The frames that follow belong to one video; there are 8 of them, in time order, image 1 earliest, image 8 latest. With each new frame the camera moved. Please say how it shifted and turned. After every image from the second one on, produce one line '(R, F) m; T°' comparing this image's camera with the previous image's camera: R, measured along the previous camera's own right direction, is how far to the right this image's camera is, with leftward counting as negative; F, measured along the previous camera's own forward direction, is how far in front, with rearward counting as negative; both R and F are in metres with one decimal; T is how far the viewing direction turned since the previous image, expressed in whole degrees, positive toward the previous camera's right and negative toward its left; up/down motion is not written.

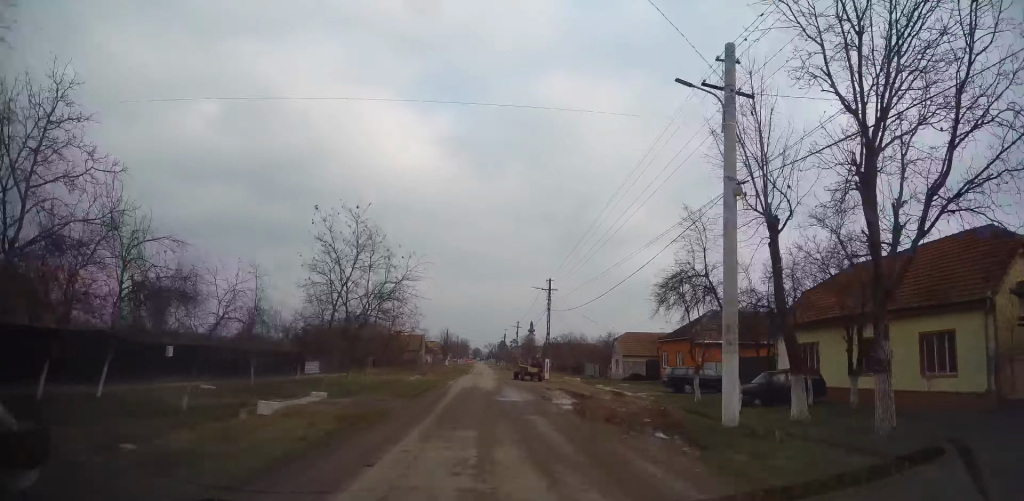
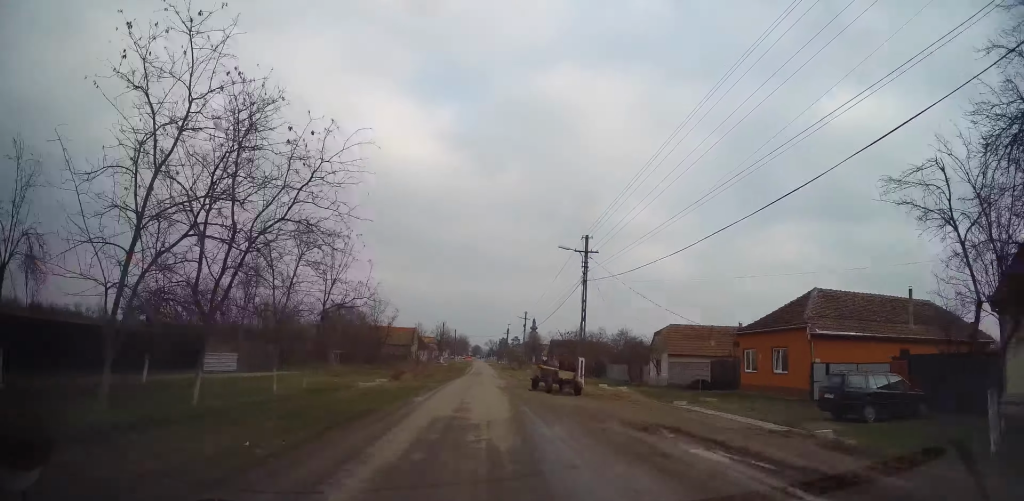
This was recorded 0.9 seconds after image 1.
(-0.4, +14.9) m; 0°
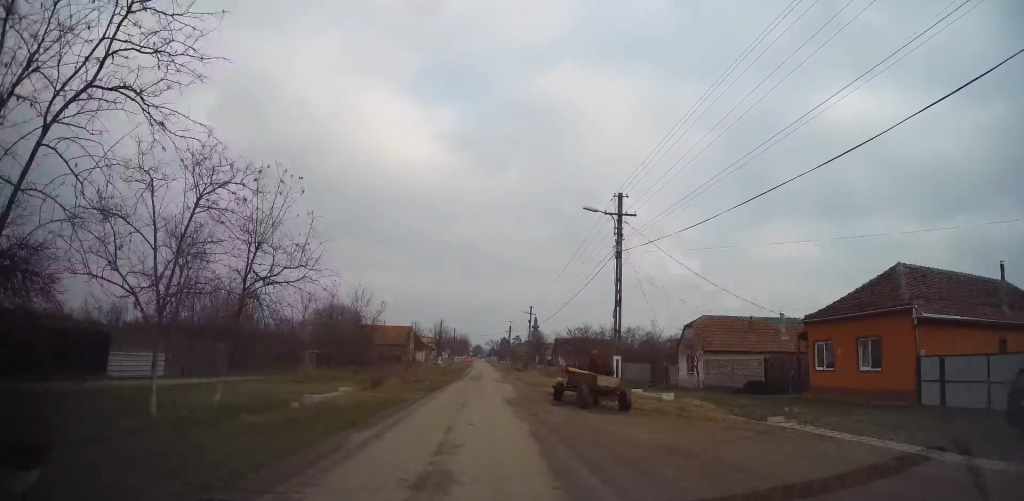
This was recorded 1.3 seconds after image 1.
(0.0, +7.2) m; +1°
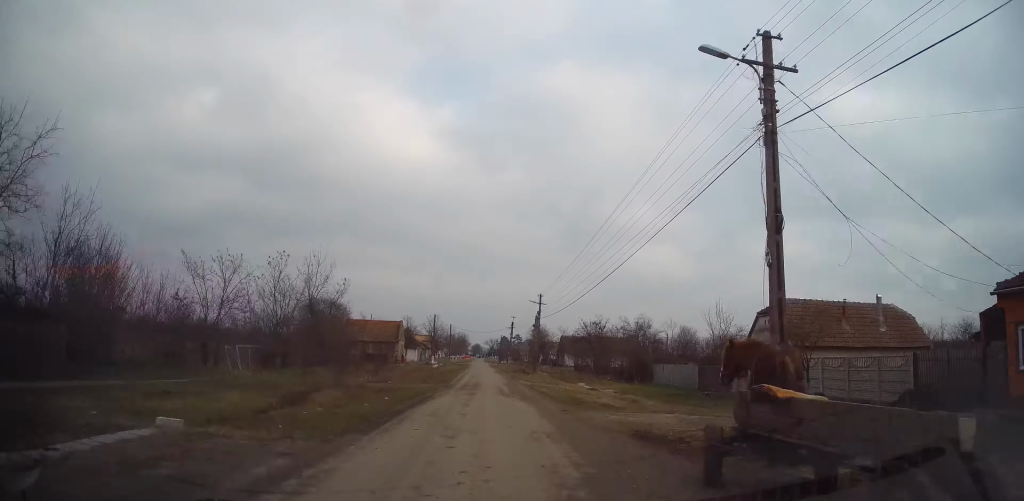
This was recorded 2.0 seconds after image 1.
(+0.3, +11.8) m; +1°
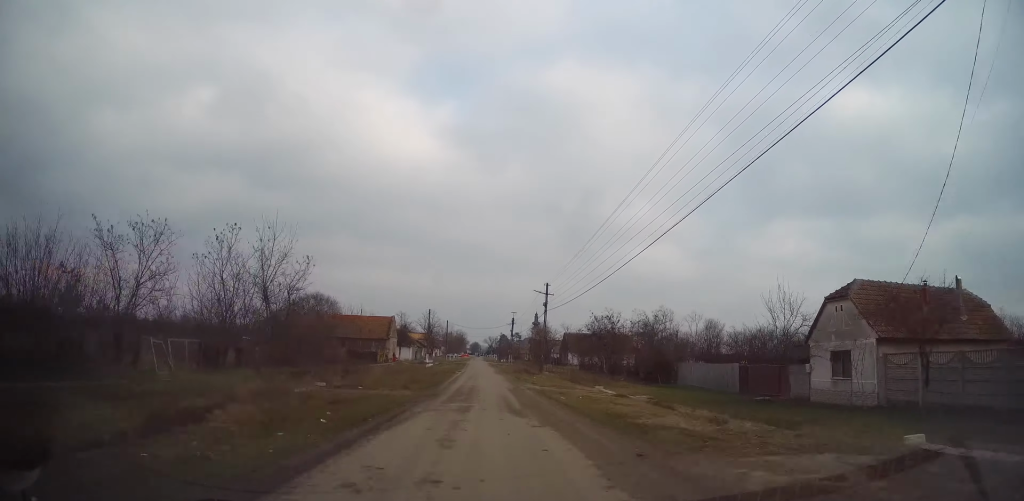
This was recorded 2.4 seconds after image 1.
(0.0, +6.8) m; 0°
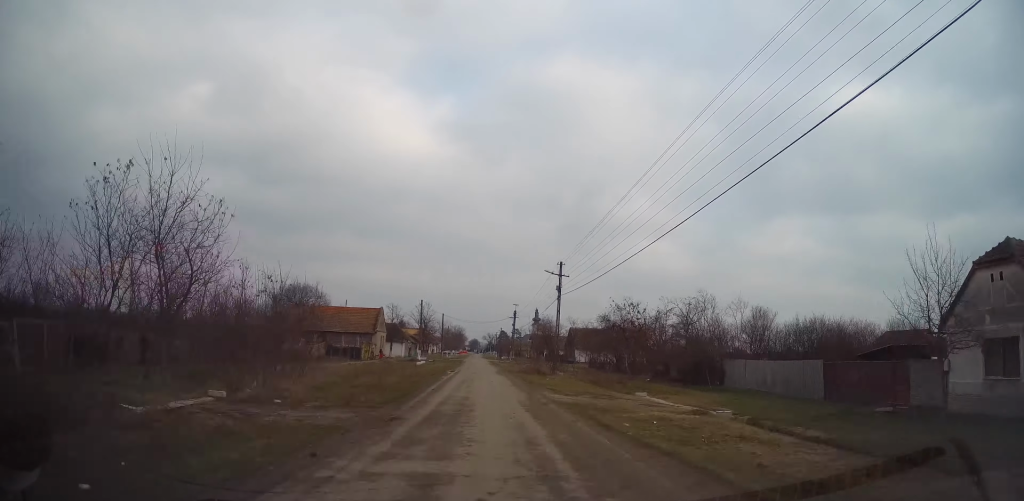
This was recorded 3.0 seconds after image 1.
(0.0, +9.0) m; 0°
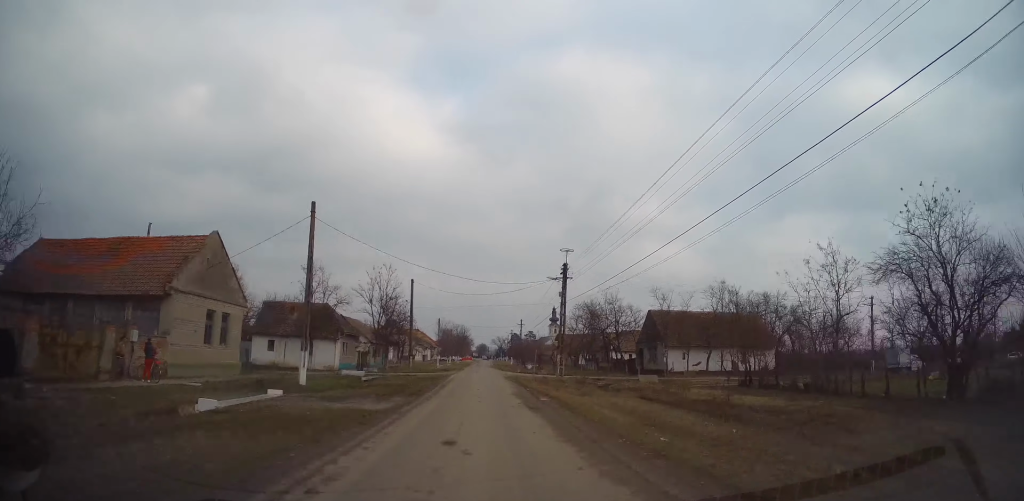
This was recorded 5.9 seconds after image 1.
(-1.2, +48.2) m; -2°
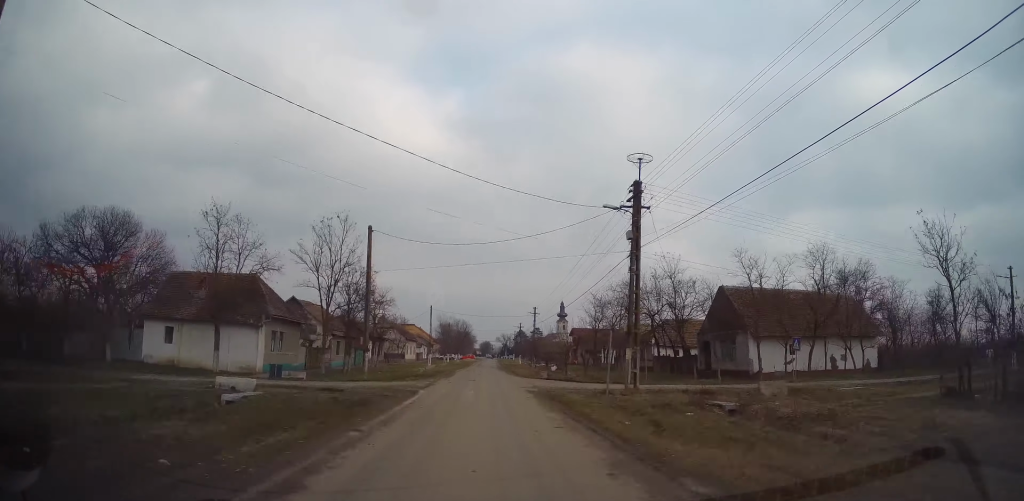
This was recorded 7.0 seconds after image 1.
(-0.4, +18.5) m; 0°
